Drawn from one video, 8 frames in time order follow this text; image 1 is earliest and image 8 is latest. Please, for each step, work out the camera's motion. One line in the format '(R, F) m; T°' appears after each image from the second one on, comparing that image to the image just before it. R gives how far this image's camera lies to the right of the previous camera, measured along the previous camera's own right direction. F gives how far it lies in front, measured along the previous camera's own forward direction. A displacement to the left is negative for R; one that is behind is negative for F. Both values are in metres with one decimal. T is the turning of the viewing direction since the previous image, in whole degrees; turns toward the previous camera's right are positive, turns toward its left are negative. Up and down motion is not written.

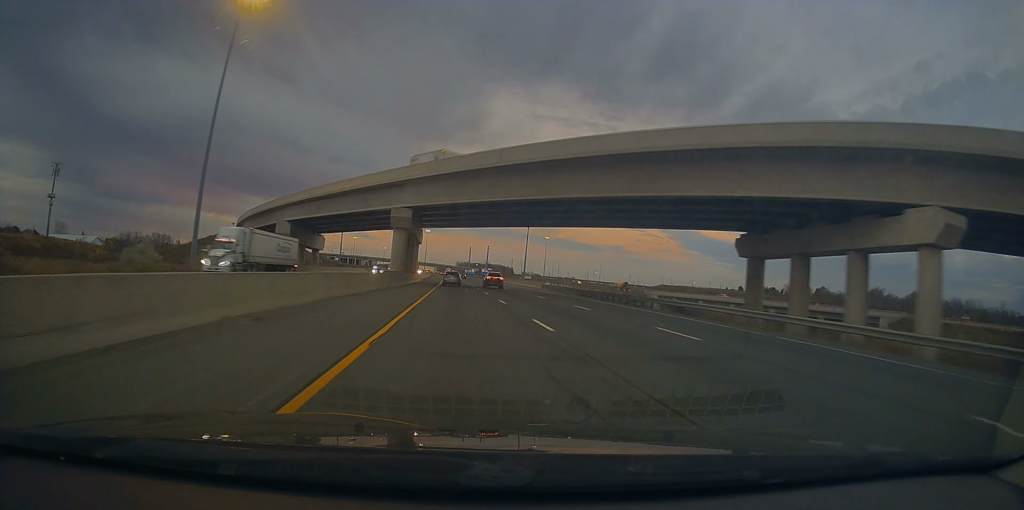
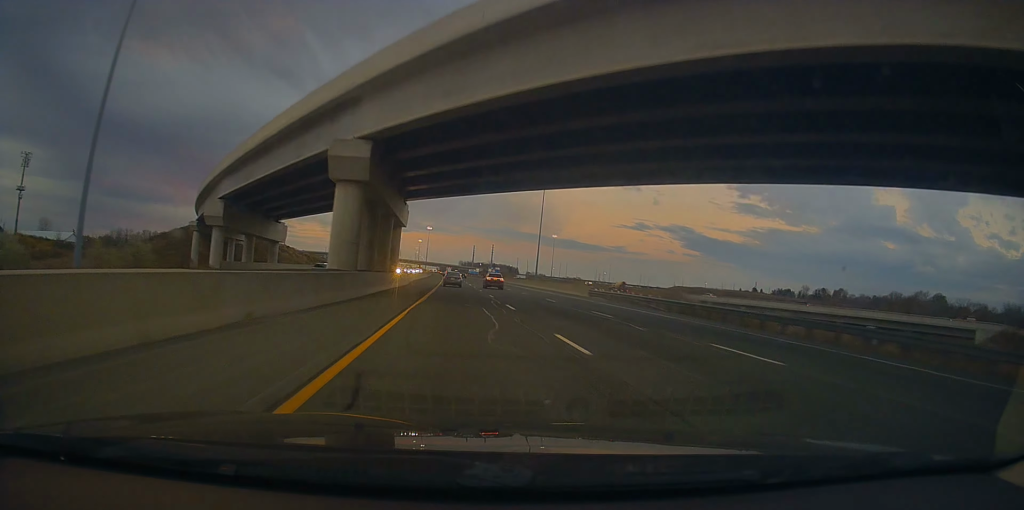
(0.0, +27.7) m; 0°
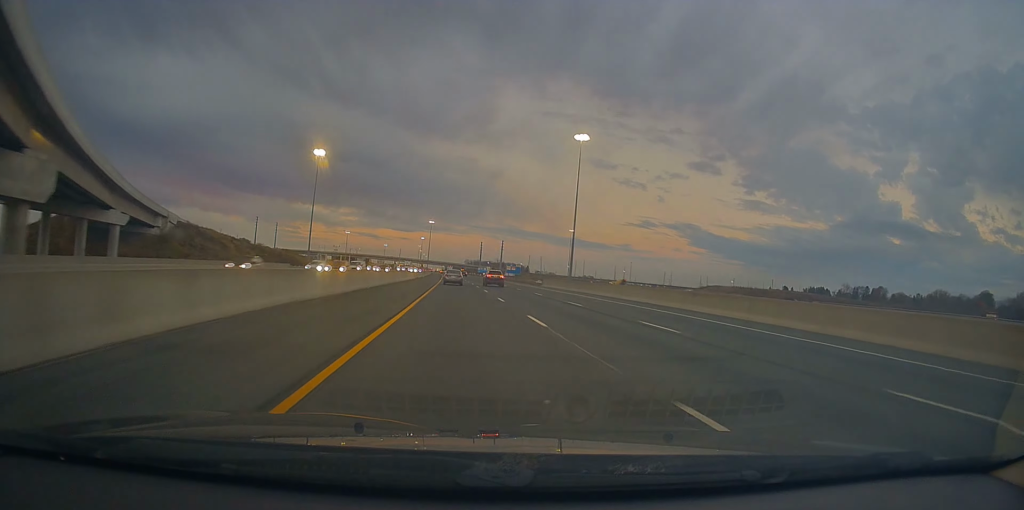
(-0.2, +55.2) m; -1°
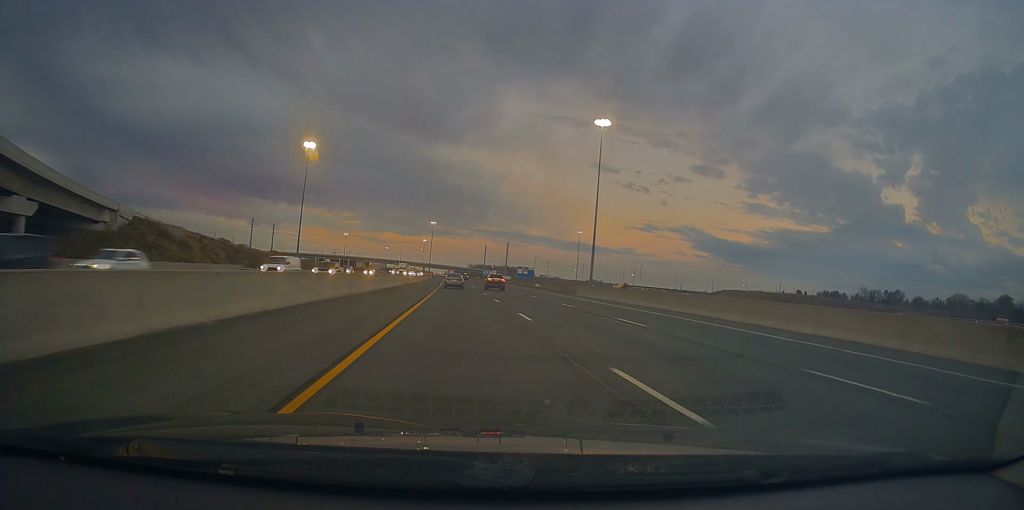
(-0.4, +21.1) m; 0°
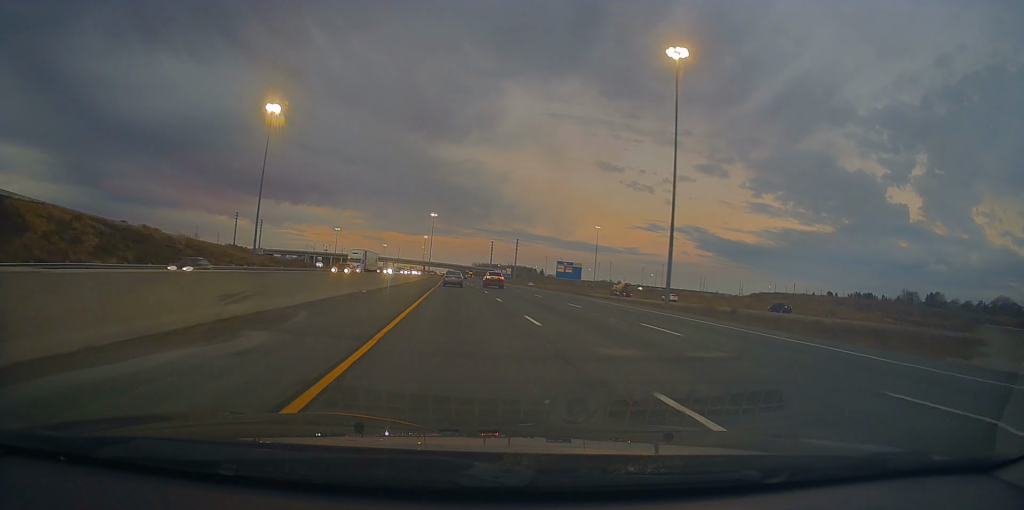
(0.0, +49.8) m; 0°
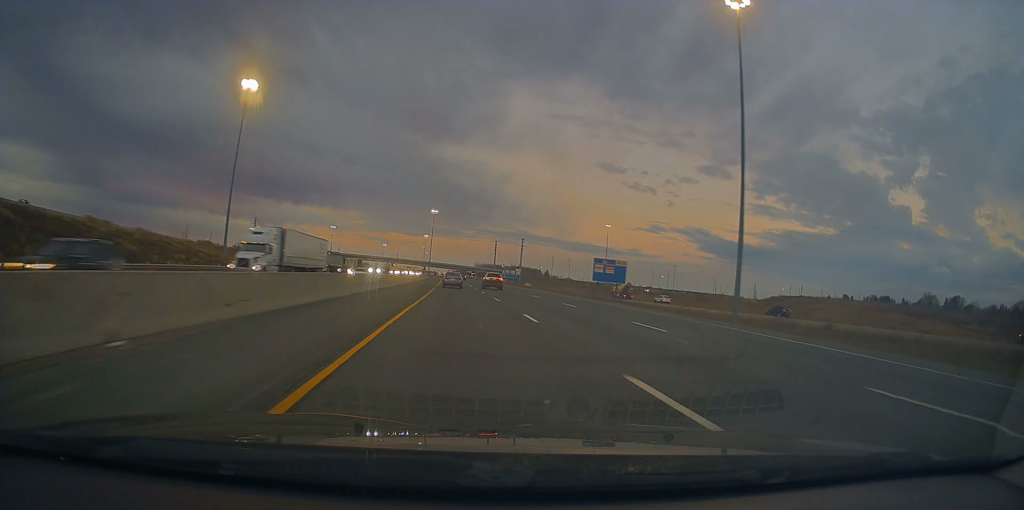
(+0.1, +23.2) m; -1°
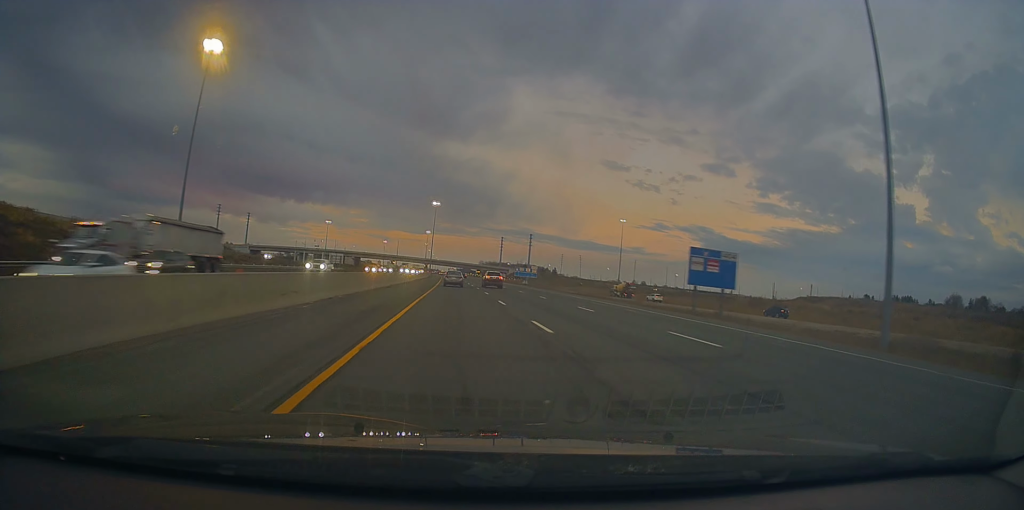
(-0.4, +27.5) m; -1°
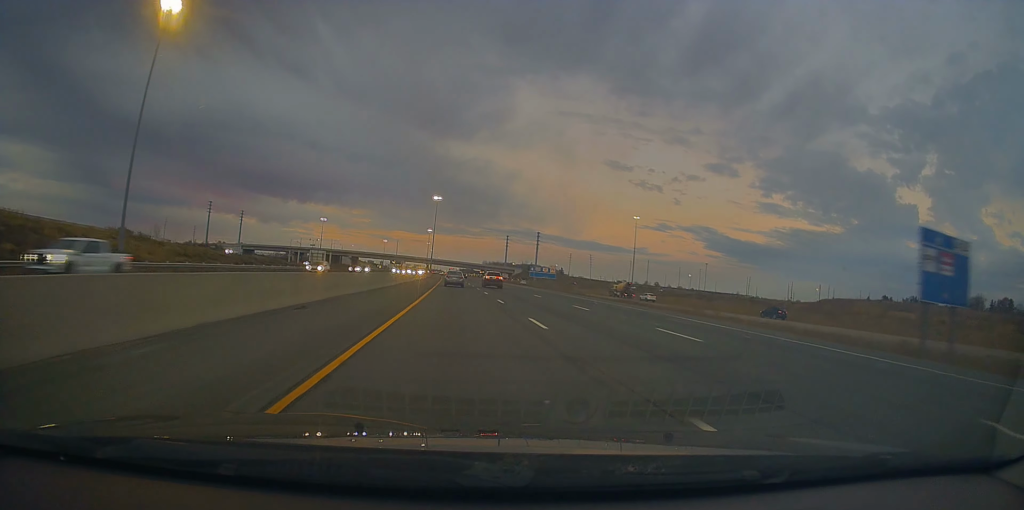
(-0.1, +23.0) m; 0°
